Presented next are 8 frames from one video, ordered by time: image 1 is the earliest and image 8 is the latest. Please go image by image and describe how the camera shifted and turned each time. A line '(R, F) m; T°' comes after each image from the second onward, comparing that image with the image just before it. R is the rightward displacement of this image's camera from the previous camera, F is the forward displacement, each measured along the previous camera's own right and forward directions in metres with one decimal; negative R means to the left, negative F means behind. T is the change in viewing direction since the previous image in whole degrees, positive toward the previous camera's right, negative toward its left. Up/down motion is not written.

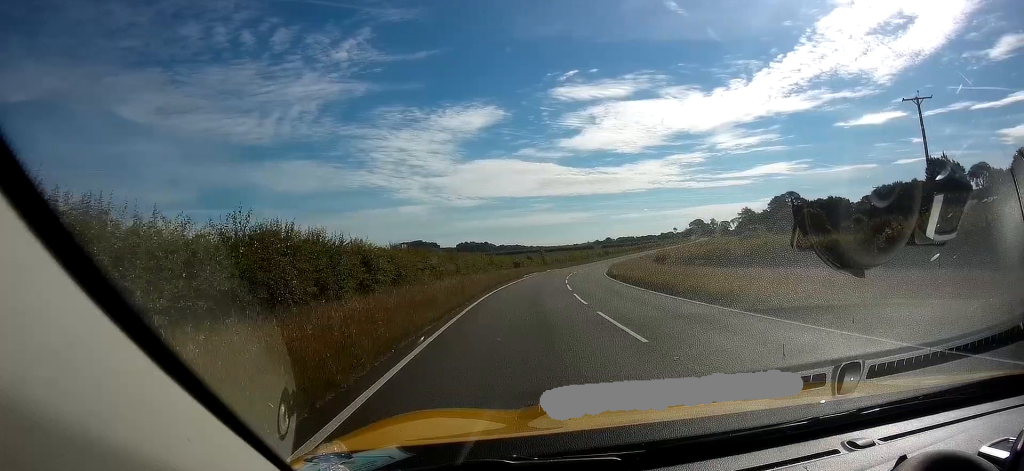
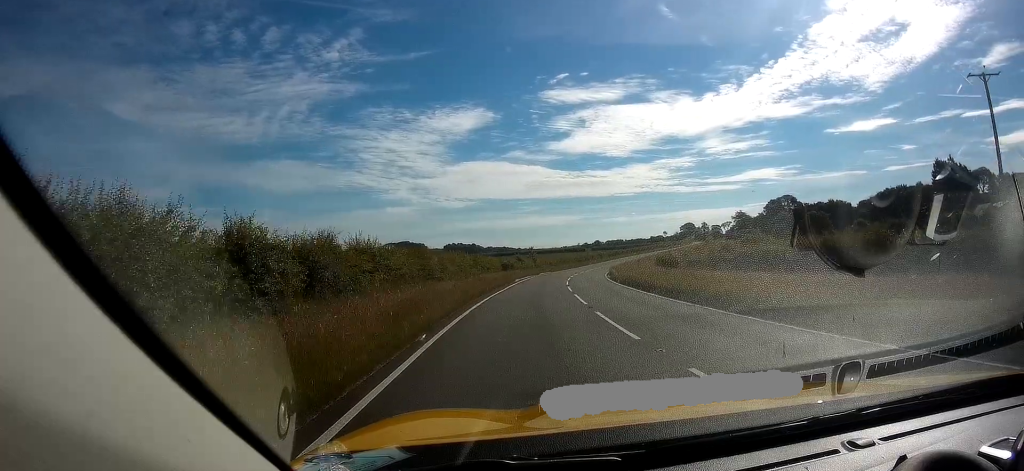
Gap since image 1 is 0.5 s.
(+0.1, +8.5) m; +1°
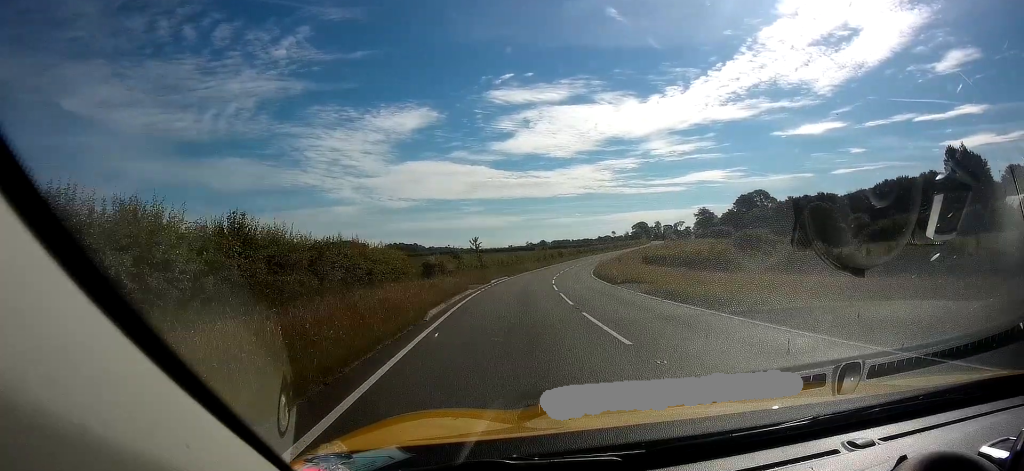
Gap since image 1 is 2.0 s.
(+1.2, +29.0) m; +5°
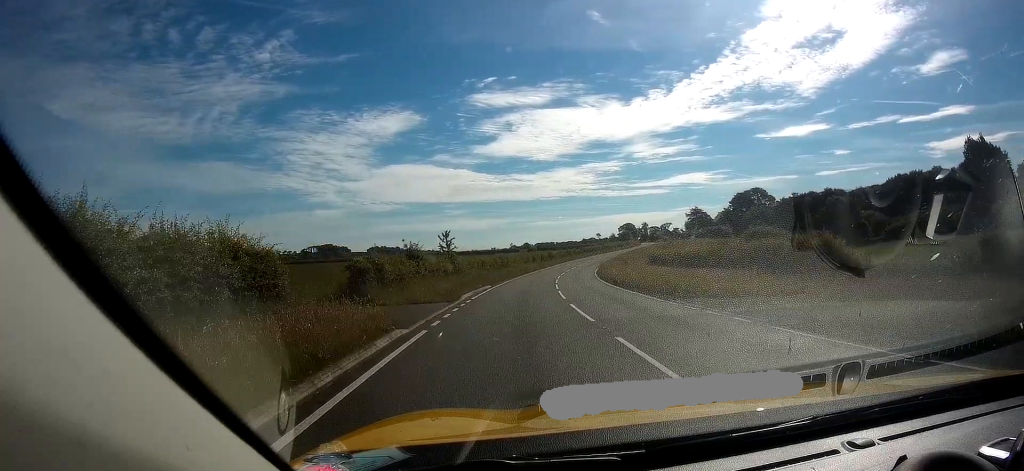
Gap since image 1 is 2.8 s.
(0.0, +14.5) m; +3°
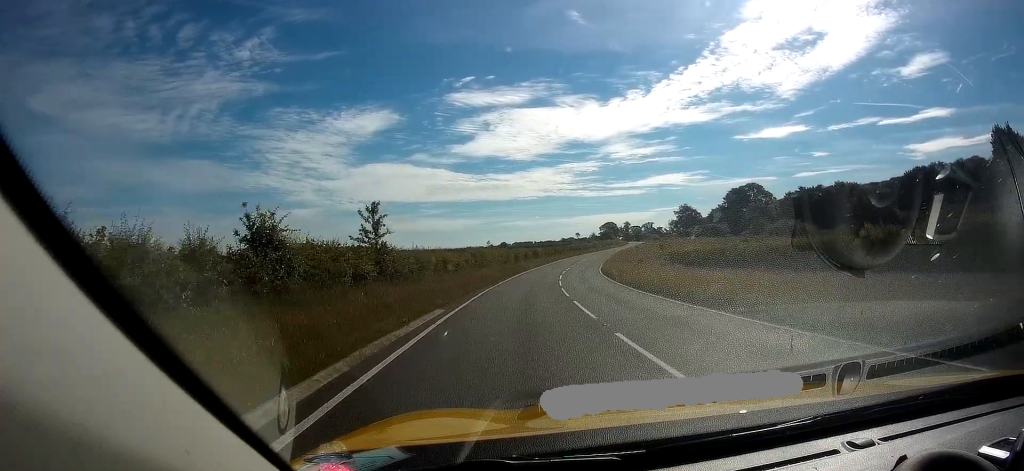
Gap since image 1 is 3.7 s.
(+1.0, +17.8) m; +4°
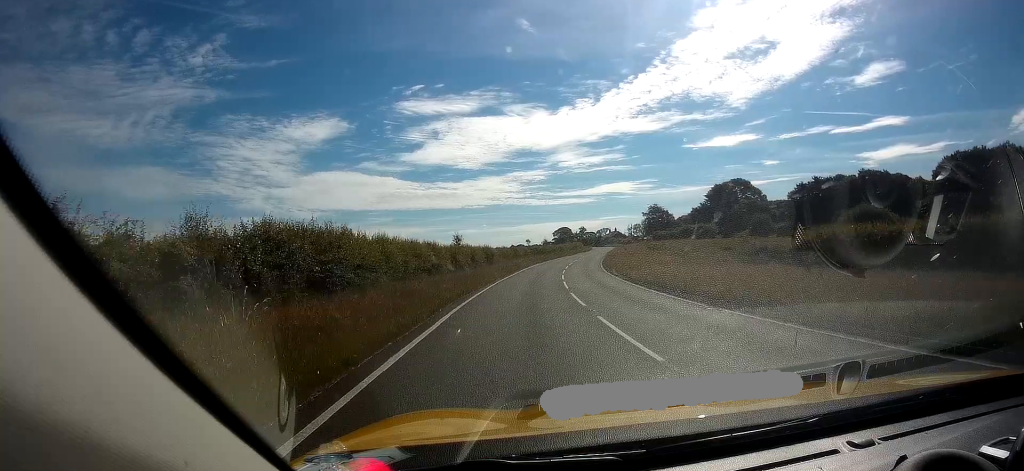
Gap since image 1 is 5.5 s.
(+0.4, +33.7) m; +3°
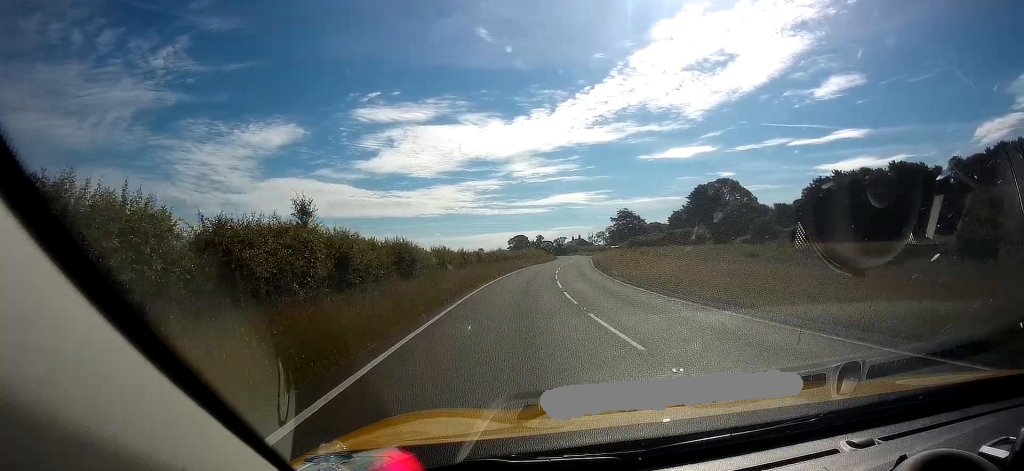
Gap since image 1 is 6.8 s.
(+1.3, +27.0) m; +7°
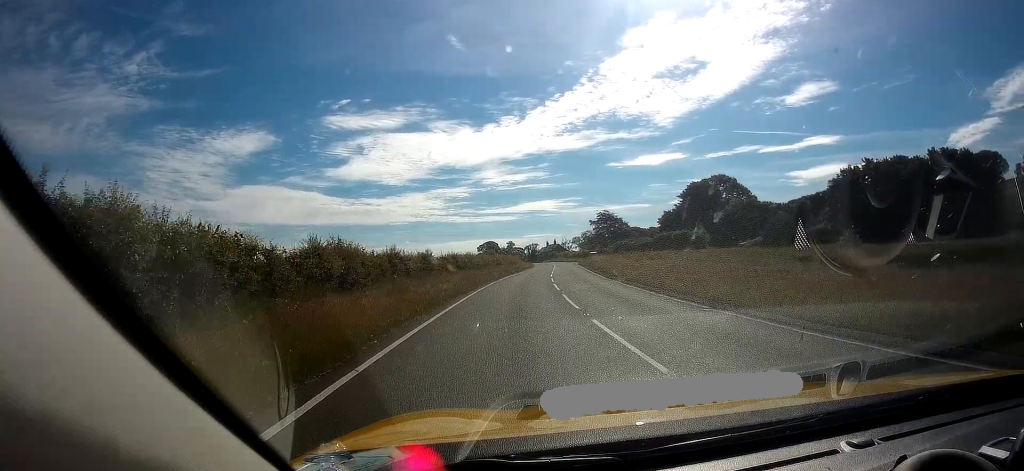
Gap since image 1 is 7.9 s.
(+1.0, +20.1) m; +5°
